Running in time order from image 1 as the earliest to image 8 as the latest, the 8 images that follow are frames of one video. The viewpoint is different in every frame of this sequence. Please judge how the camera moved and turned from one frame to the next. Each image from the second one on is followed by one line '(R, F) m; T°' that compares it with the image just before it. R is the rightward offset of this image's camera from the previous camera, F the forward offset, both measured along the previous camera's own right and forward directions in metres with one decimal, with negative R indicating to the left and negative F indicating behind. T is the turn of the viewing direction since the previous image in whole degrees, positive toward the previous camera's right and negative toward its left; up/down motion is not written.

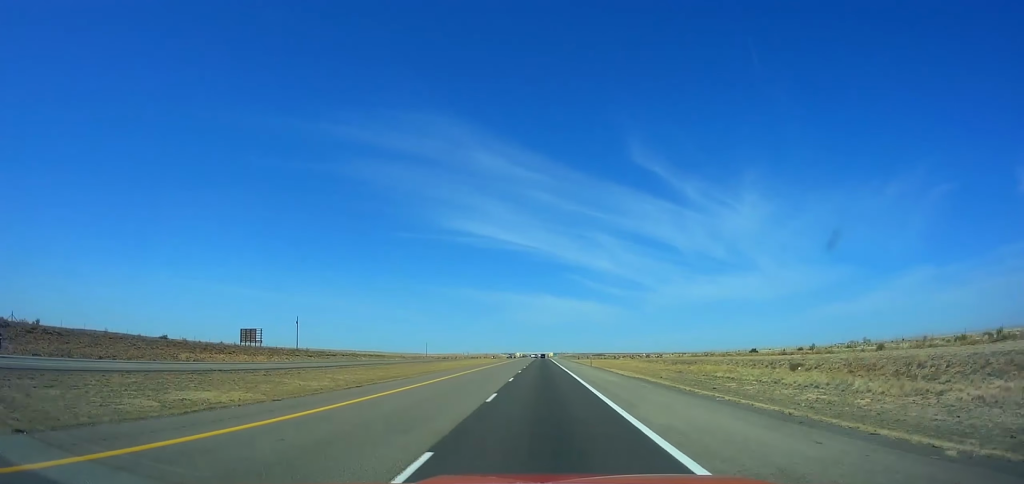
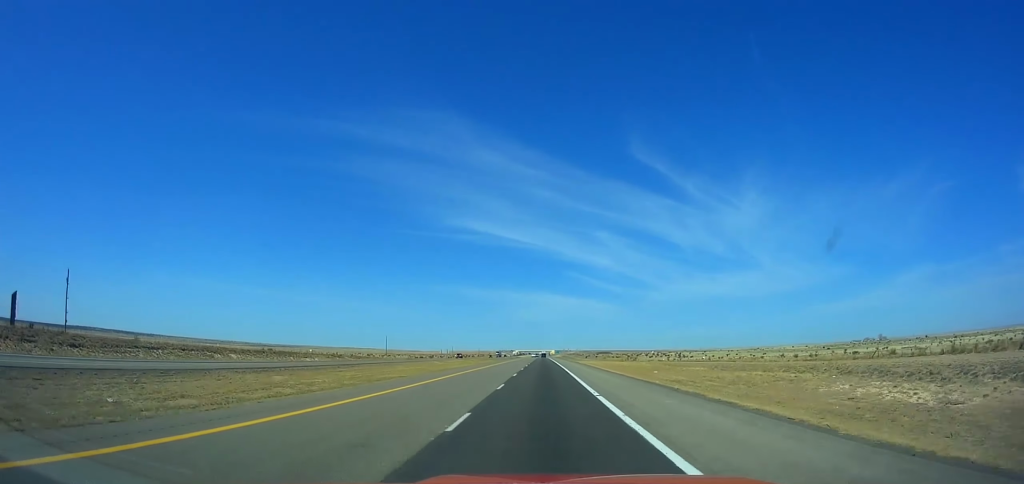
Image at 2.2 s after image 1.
(+0.2, +74.8) m; 0°
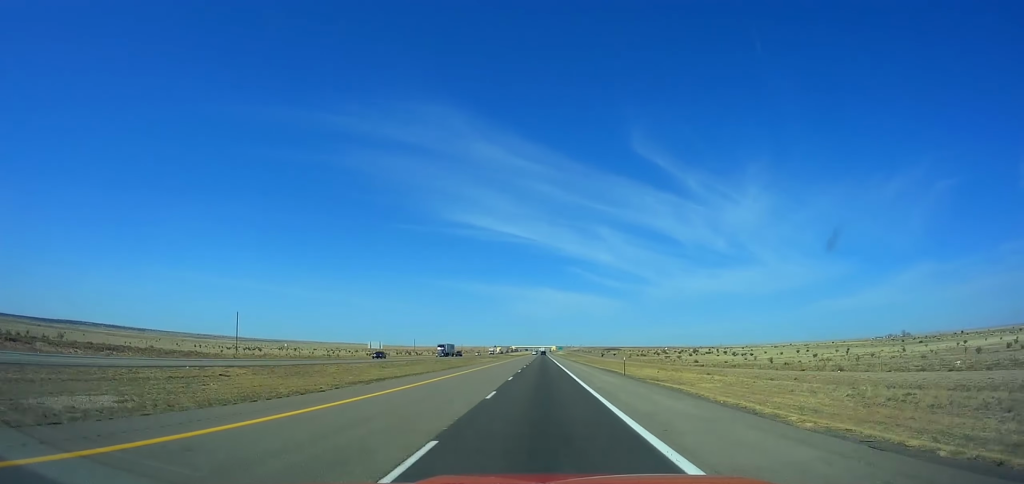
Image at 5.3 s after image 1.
(-0.4, +102.3) m; 0°
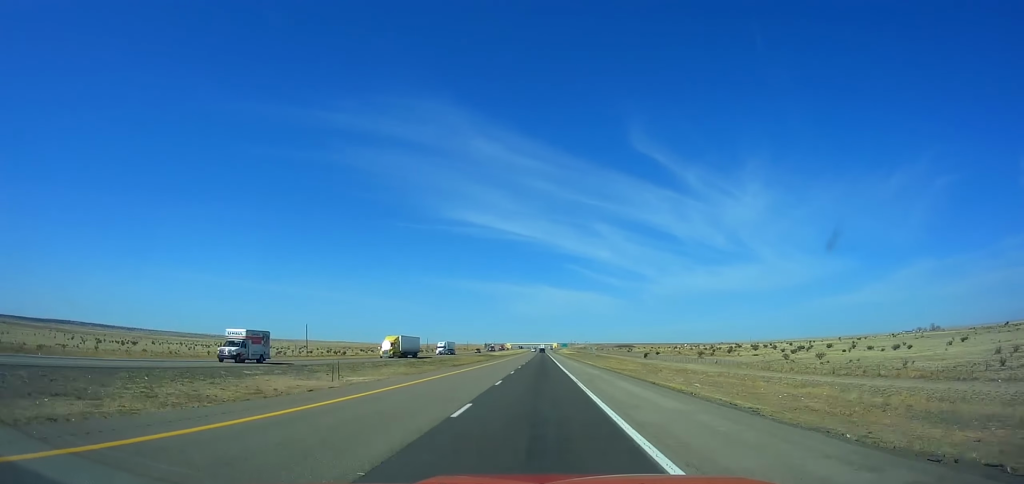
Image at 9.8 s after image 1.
(-0.1, +147.9) m; 0°
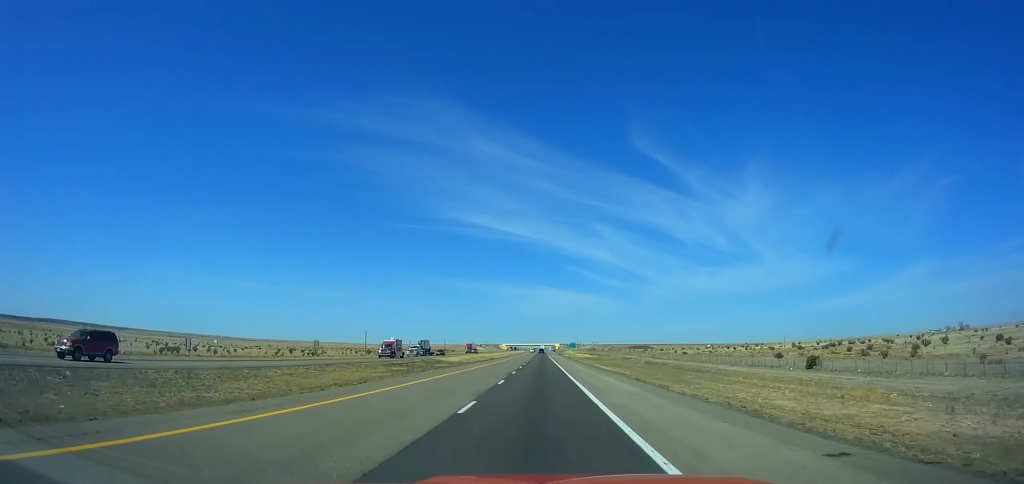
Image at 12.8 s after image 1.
(+0.4, +103.2) m; 0°
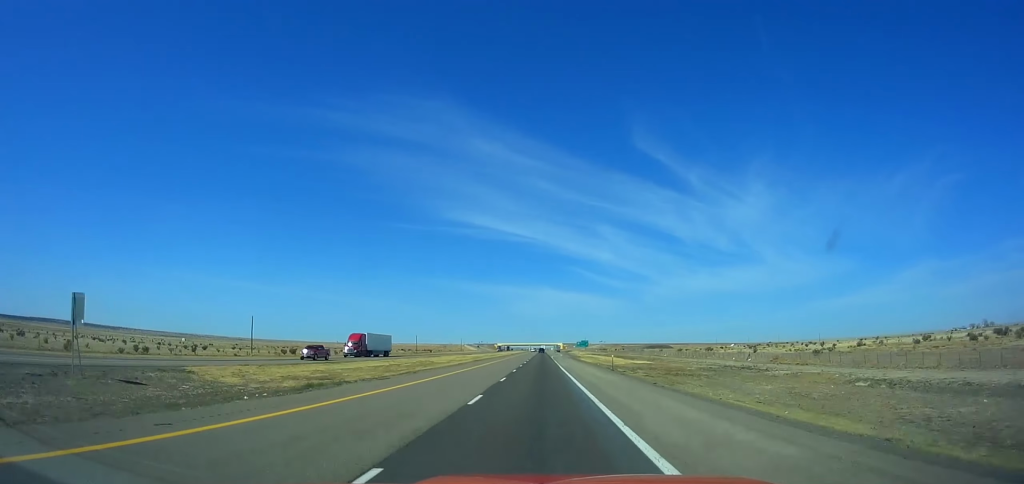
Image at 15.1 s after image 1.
(+0.1, +81.0) m; 0°
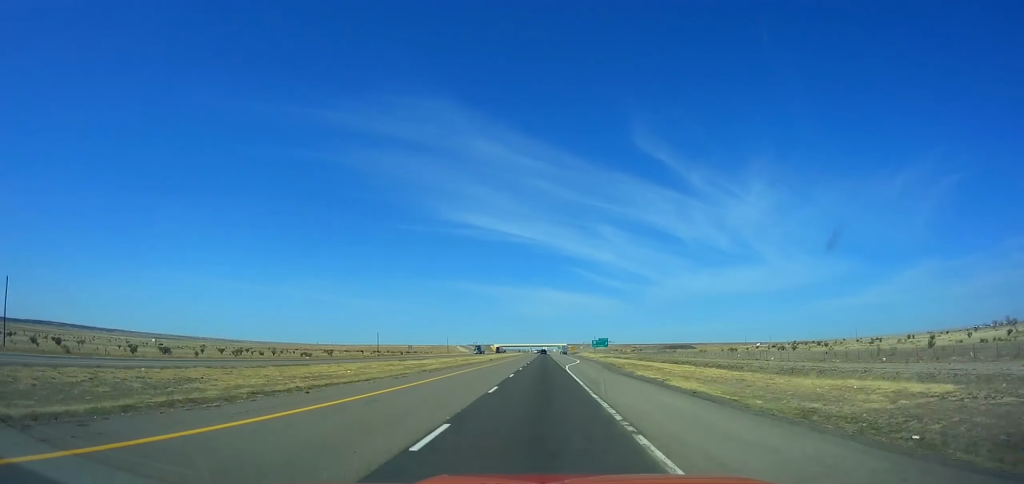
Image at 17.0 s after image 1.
(-0.1, +67.5) m; 0°
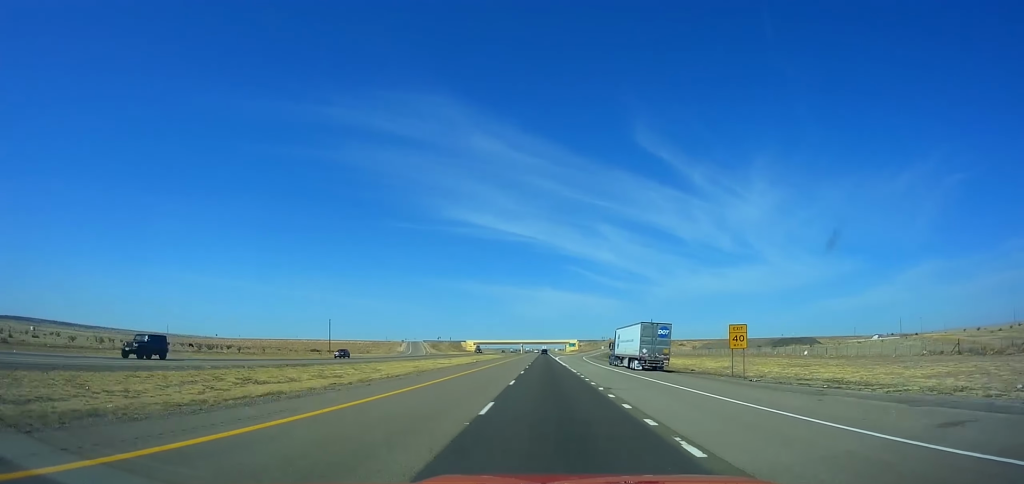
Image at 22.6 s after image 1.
(-1.4, +201.0) m; 0°
